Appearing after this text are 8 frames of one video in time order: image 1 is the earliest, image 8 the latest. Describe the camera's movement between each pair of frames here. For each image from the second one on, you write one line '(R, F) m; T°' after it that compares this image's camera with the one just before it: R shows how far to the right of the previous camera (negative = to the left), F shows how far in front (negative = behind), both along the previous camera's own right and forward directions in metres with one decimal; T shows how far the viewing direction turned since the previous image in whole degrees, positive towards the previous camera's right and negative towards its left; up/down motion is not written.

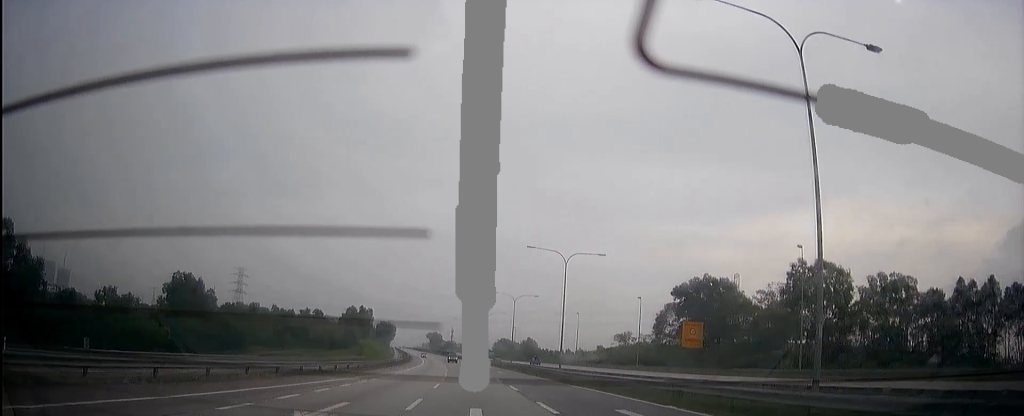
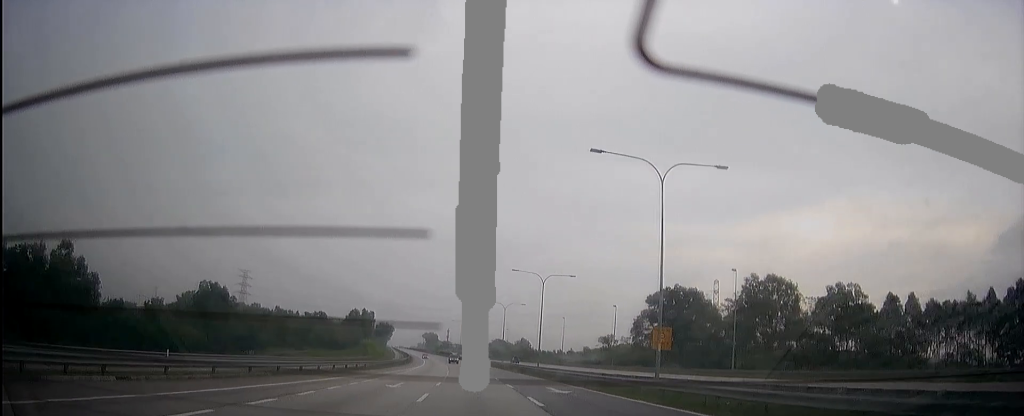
(0.0, +13.0) m; 0°
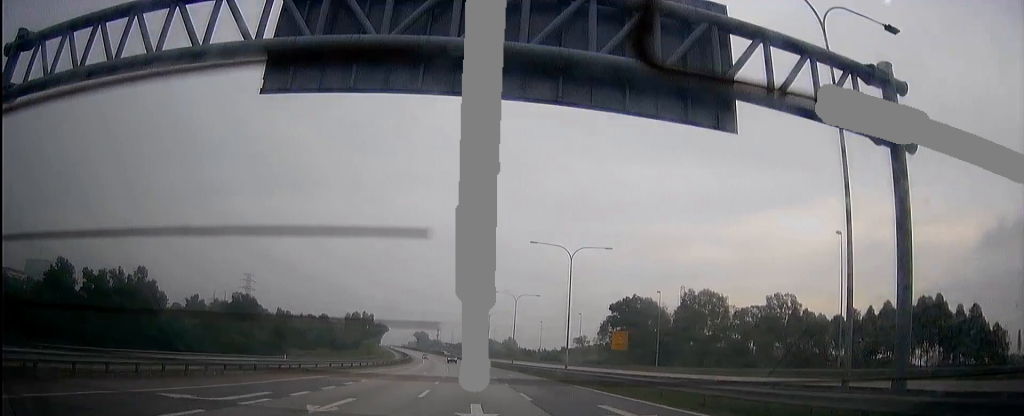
(-0.2, +24.0) m; -1°
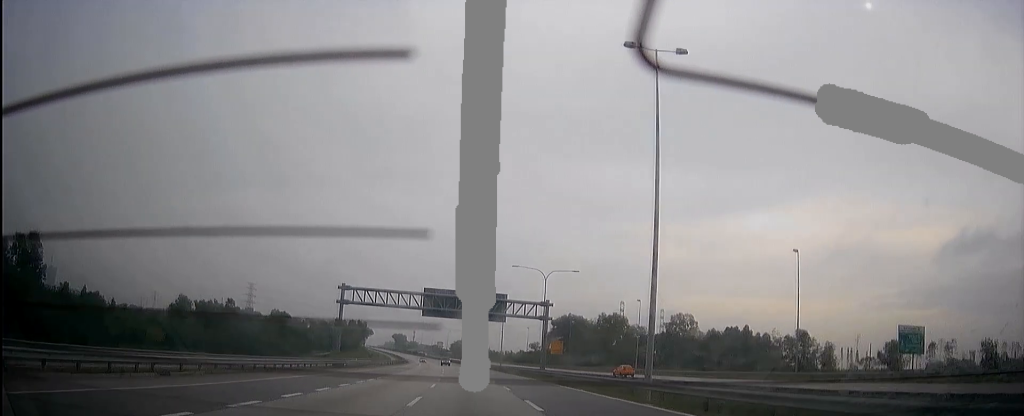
(-1.2, +51.7) m; -3°
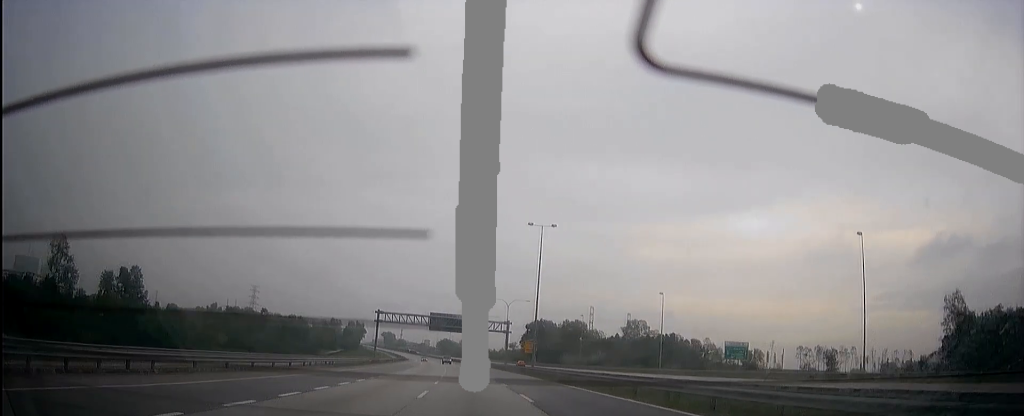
(-0.5, +35.6) m; -2°
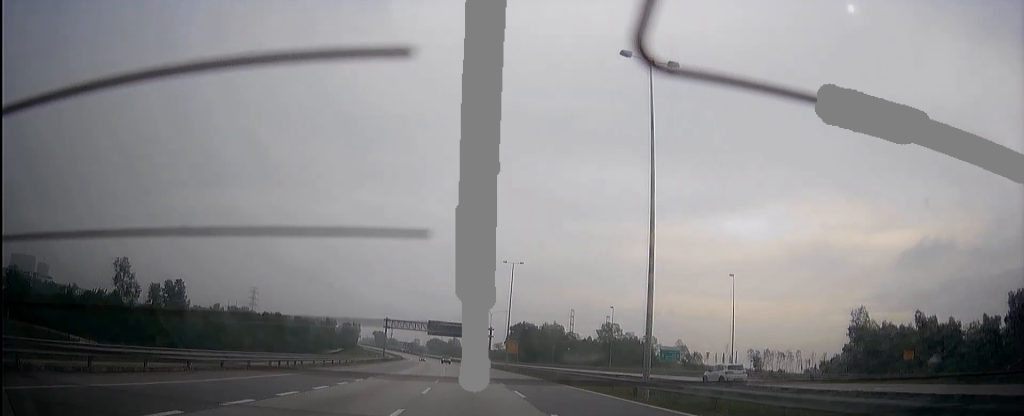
(-0.3, +24.8) m; -1°
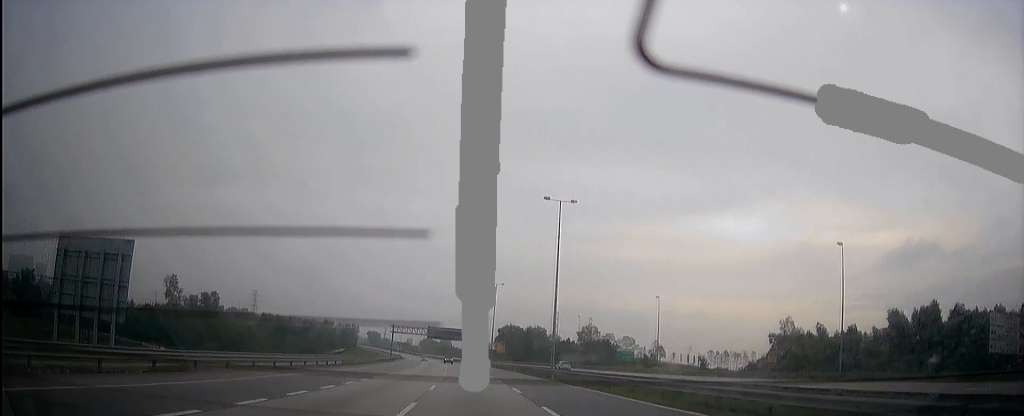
(-0.2, +23.9) m; -1°
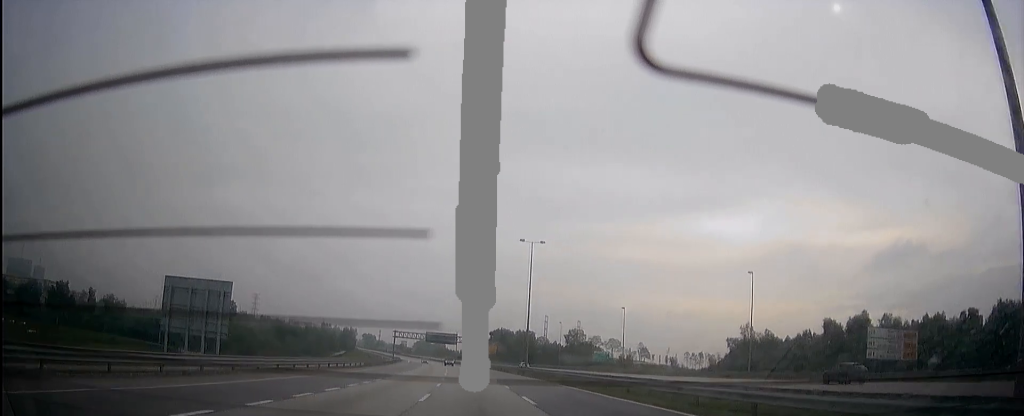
(-0.1, +16.9) m; -1°
